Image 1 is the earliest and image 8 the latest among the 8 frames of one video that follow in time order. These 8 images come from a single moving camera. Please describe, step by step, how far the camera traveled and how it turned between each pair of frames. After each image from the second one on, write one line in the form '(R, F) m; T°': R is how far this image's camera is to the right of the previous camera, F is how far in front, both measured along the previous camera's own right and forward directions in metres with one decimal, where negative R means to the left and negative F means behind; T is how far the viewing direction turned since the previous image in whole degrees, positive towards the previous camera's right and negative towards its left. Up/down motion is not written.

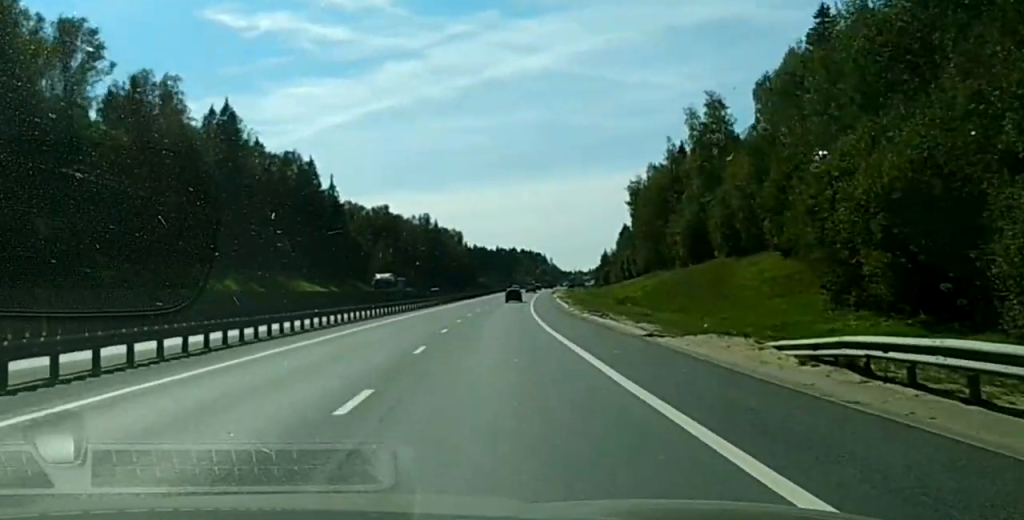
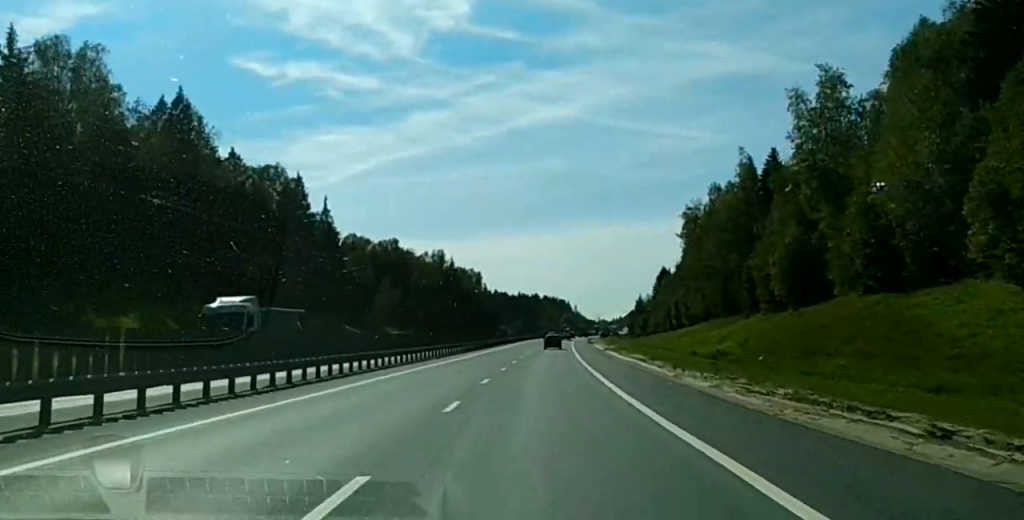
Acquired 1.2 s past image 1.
(+0.3, +38.5) m; +1°
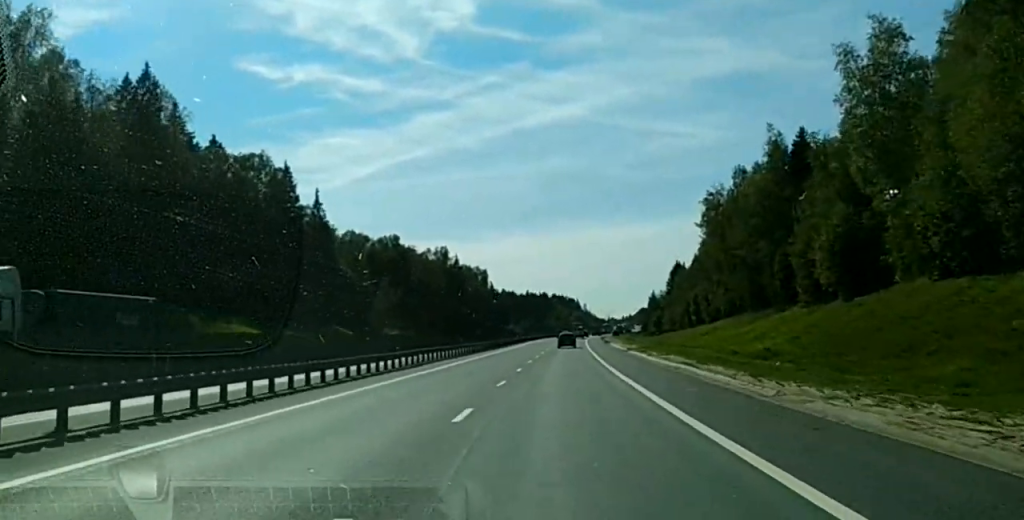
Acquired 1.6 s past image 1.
(0.0, +13.9) m; +1°
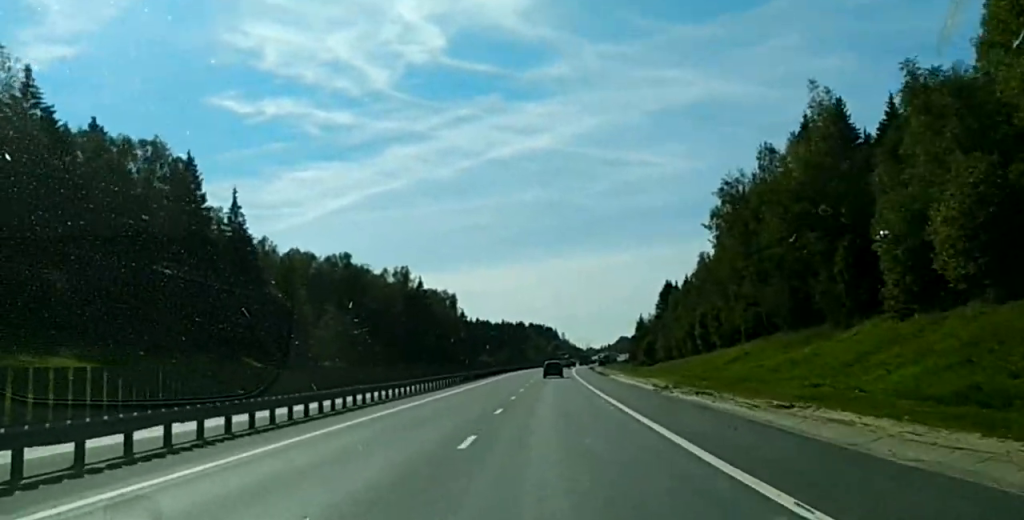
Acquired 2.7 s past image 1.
(+0.4, +32.5) m; +1°
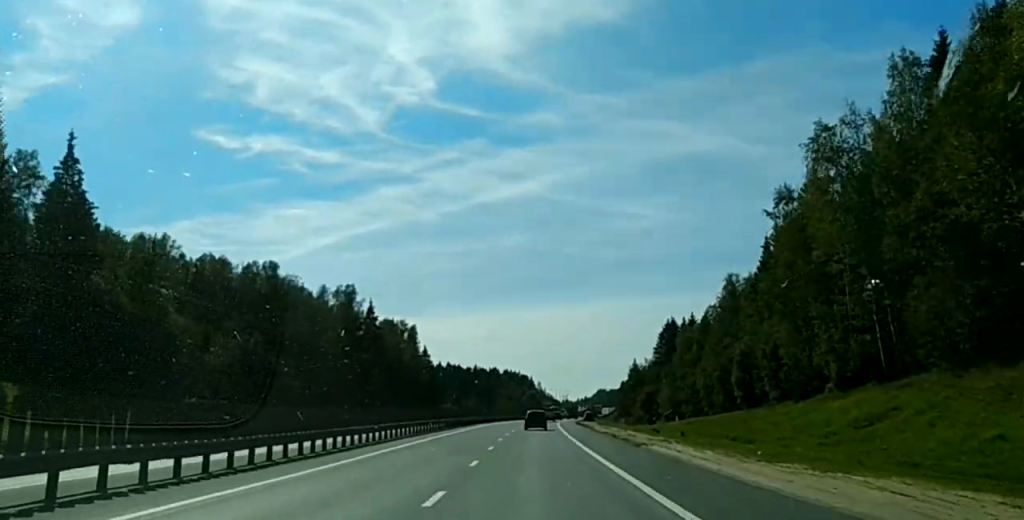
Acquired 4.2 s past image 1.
(-0.4, +47.9) m; -1°
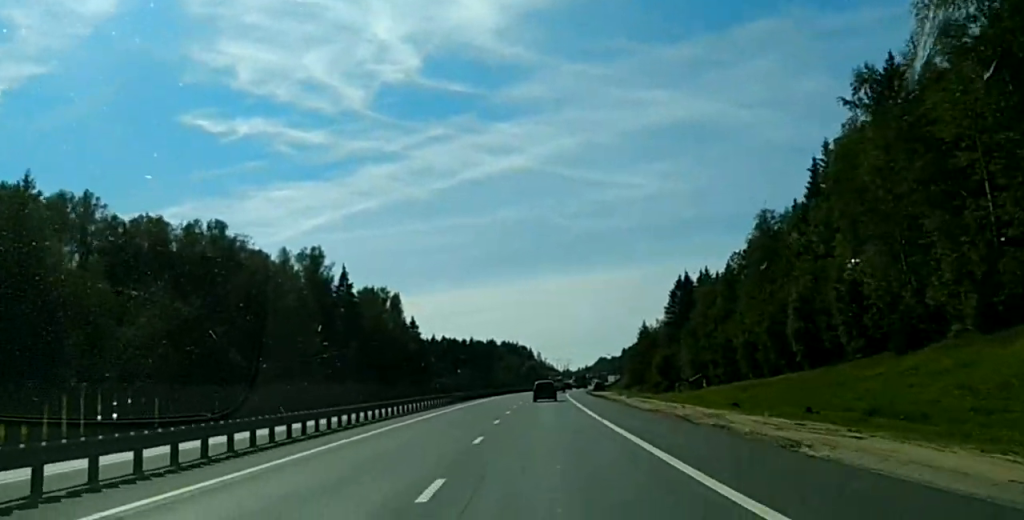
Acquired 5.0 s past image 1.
(-0.1, +26.4) m; +1°
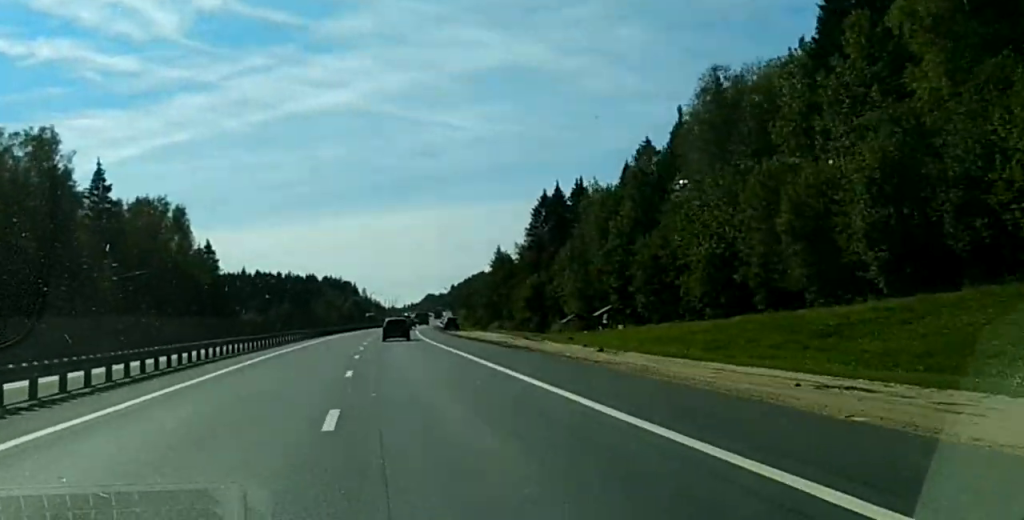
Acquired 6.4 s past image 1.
(+1.3, +52.7) m; +1°
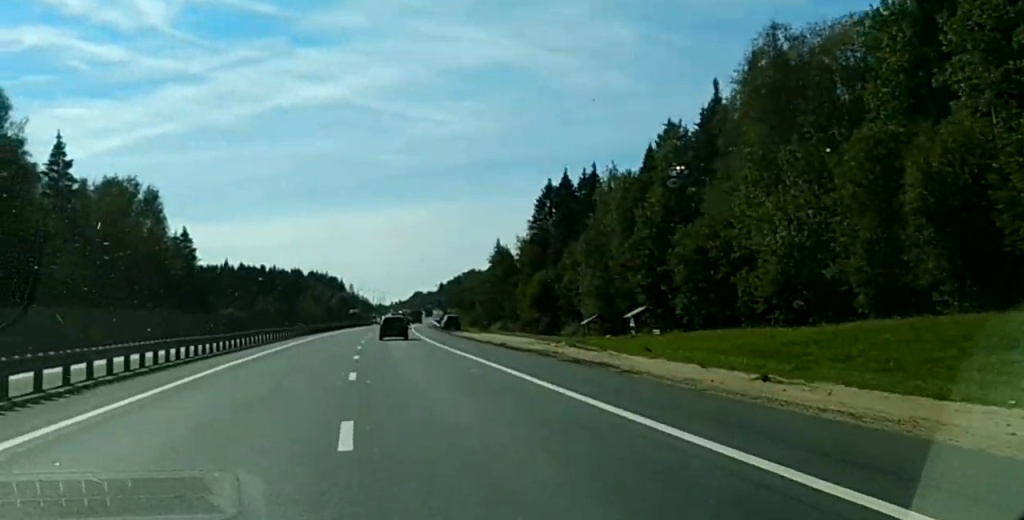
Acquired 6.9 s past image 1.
(0.0, +17.5) m; 0°
